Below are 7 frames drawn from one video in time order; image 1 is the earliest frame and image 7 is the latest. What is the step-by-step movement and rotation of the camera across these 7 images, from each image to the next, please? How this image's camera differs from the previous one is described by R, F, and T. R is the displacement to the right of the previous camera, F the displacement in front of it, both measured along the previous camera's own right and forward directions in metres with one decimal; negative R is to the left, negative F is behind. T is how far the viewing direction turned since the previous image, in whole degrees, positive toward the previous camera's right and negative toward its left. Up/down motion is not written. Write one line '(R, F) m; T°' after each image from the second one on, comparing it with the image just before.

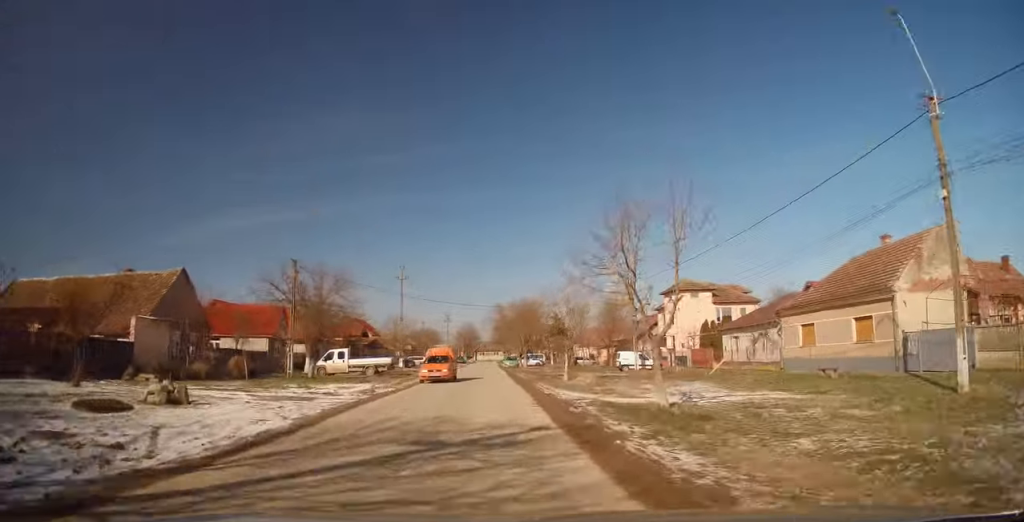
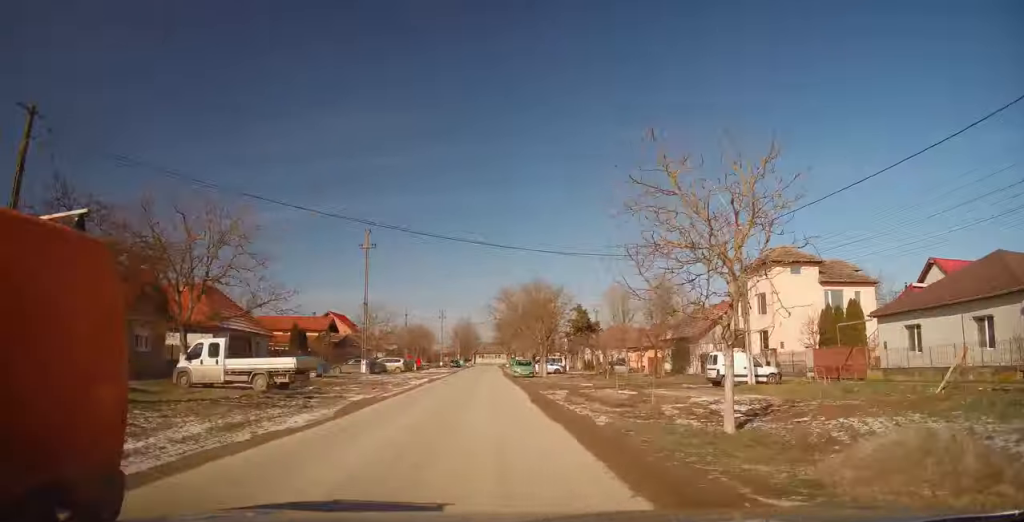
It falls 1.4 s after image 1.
(-0.2, +20.7) m; 0°
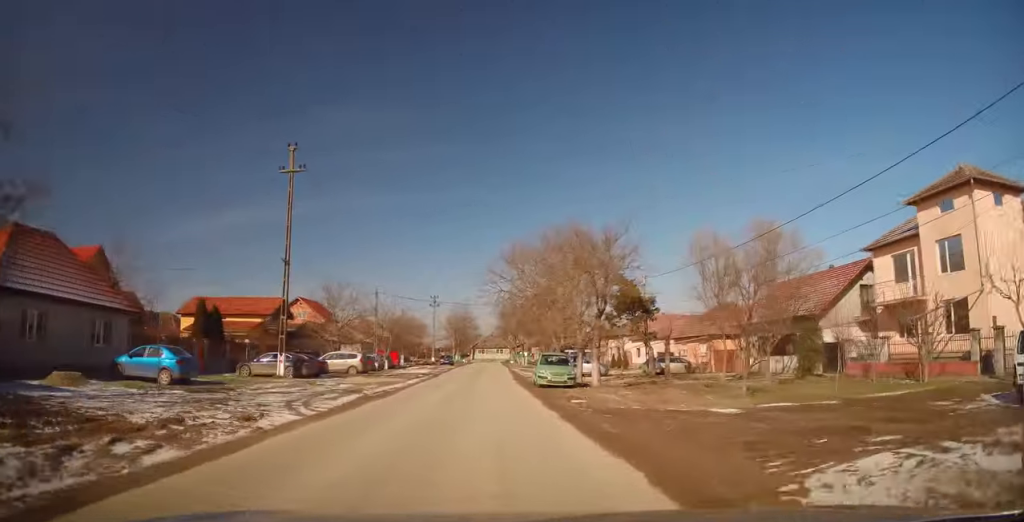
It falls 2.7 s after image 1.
(0.0, +19.7) m; +1°
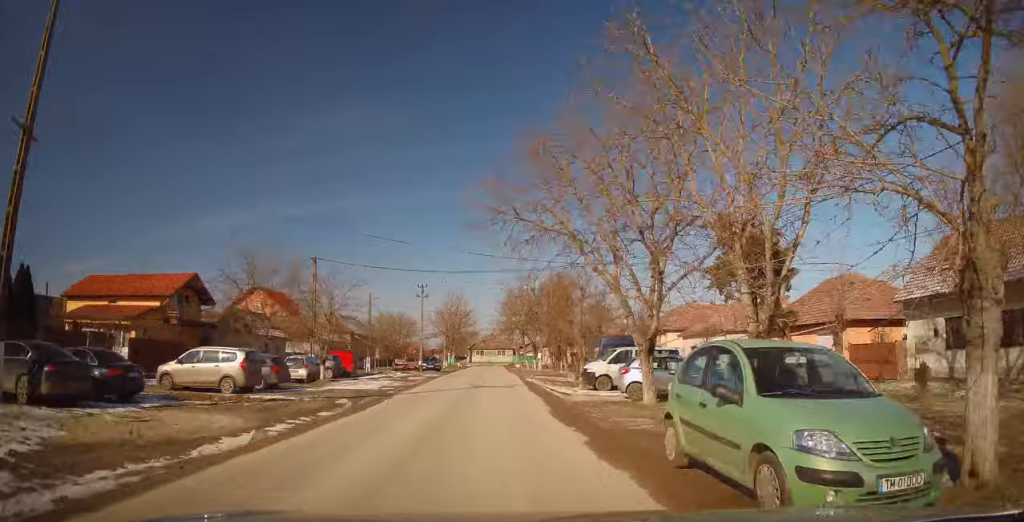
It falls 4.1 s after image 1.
(+0.1, +19.1) m; 0°
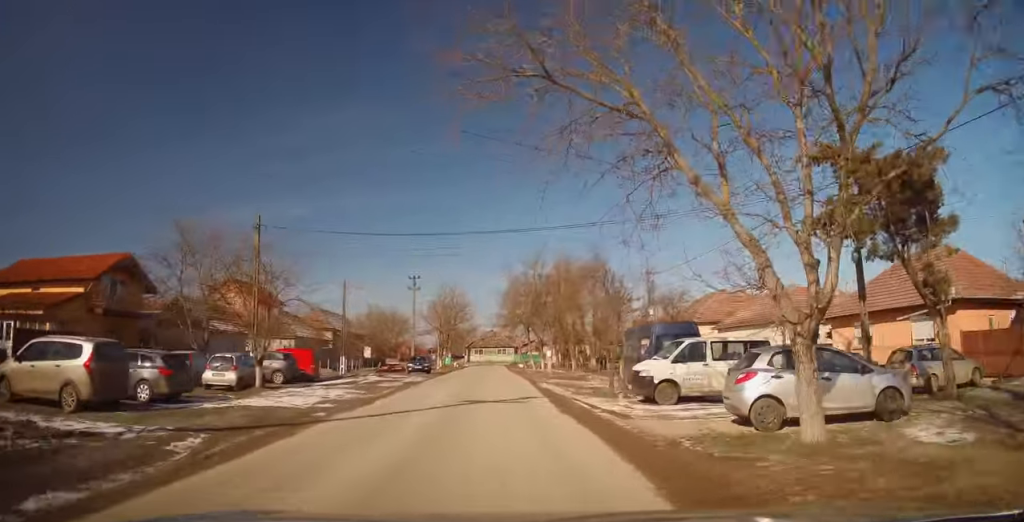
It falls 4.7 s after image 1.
(-0.1, +8.6) m; 0°
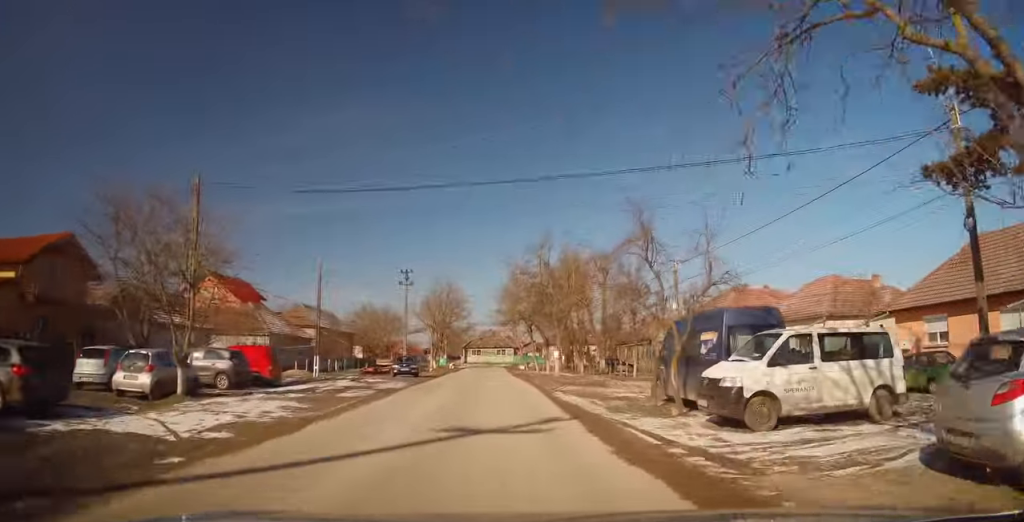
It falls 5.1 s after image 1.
(0.0, +5.8) m; 0°
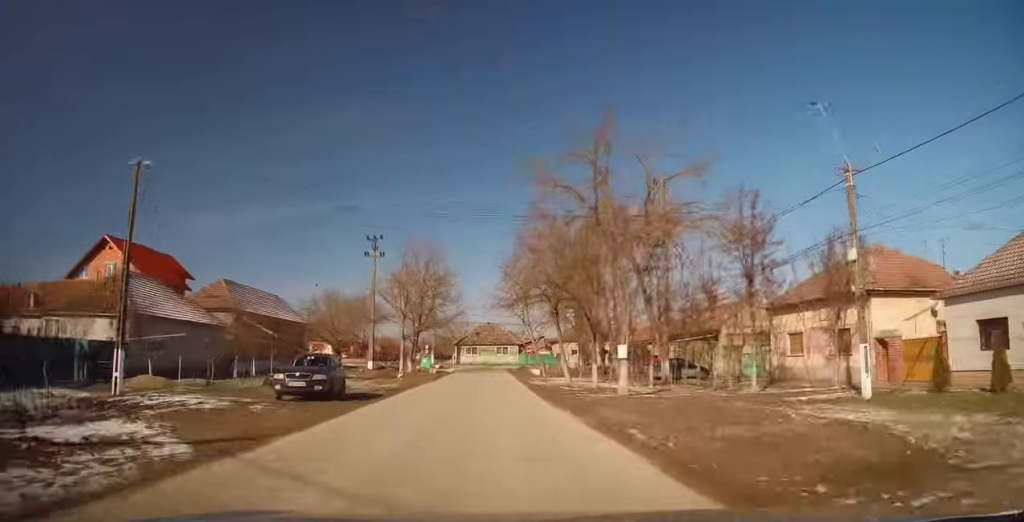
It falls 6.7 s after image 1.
(-0.1, +20.0) m; 0°
